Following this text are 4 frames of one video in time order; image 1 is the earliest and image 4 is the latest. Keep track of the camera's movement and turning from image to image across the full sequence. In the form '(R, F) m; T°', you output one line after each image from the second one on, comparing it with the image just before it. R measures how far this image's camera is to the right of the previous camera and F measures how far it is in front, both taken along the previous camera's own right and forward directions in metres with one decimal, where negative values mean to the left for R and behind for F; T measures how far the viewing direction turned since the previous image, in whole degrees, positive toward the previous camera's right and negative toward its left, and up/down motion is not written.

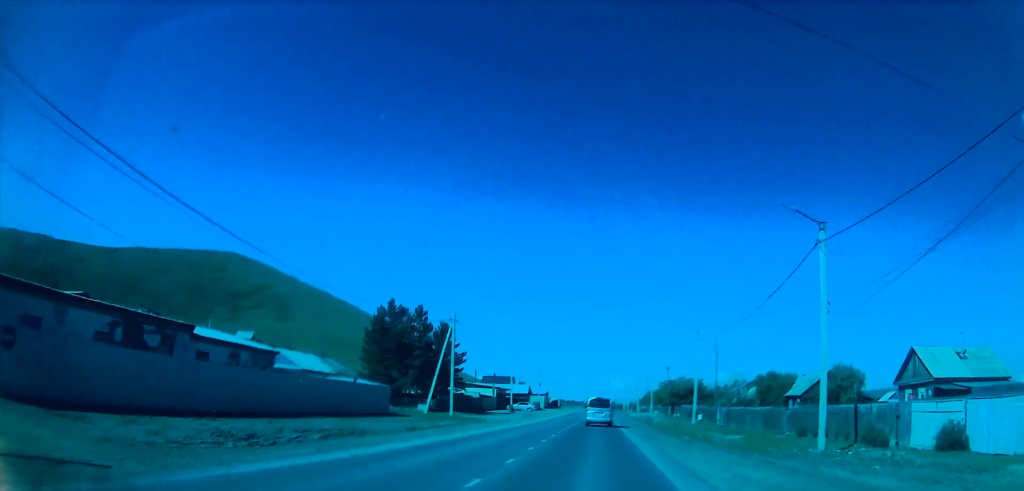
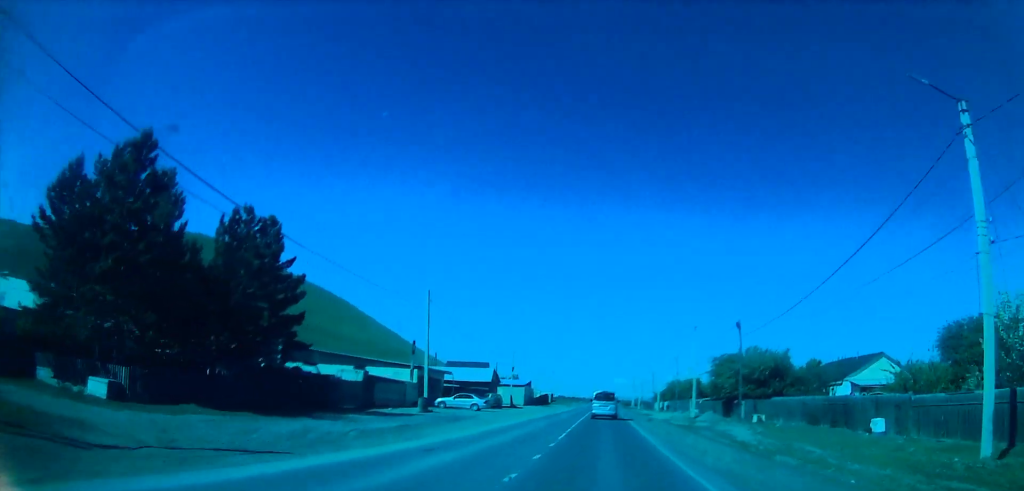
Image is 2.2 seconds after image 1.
(0.0, +46.5) m; 0°
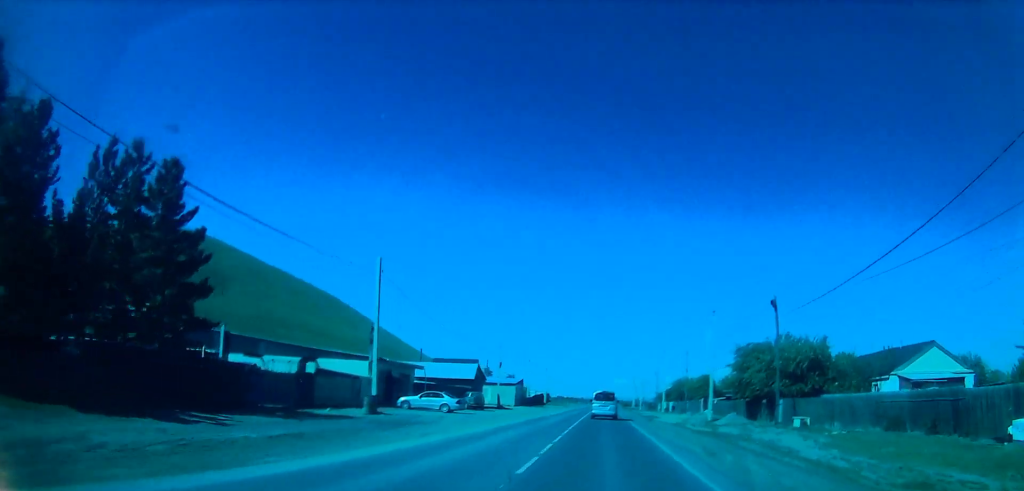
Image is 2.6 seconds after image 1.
(0.0, +10.4) m; 0°
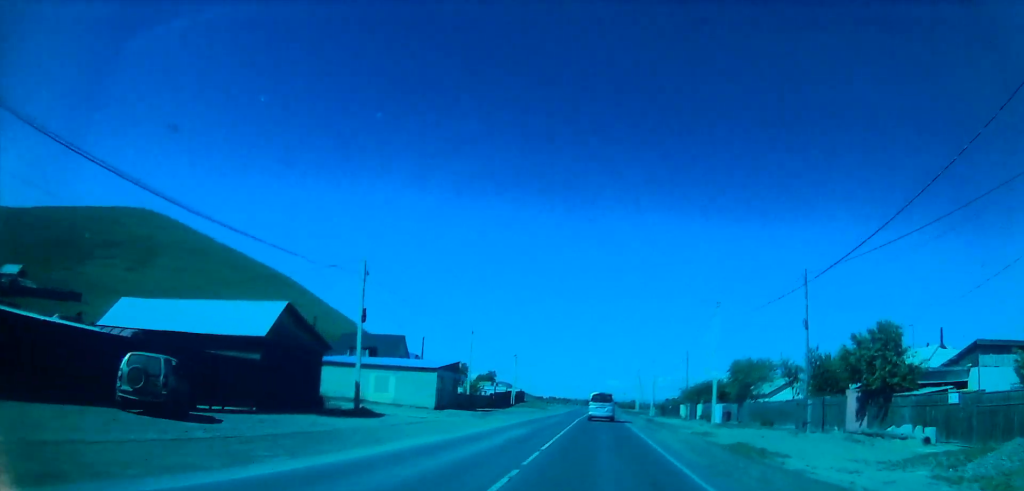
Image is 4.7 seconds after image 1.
(0.0, +46.1) m; -1°
